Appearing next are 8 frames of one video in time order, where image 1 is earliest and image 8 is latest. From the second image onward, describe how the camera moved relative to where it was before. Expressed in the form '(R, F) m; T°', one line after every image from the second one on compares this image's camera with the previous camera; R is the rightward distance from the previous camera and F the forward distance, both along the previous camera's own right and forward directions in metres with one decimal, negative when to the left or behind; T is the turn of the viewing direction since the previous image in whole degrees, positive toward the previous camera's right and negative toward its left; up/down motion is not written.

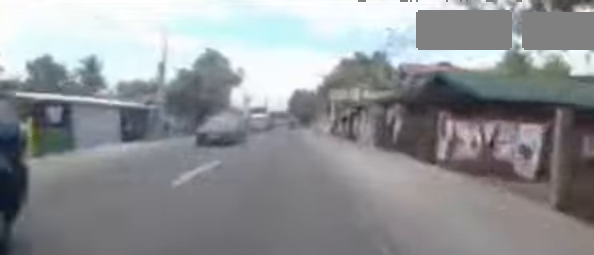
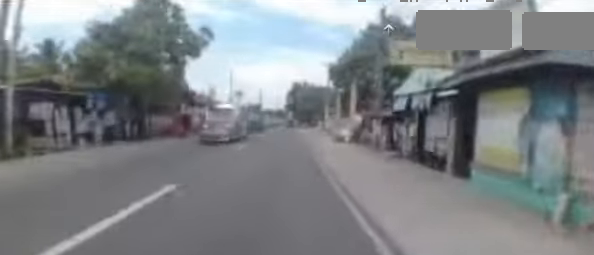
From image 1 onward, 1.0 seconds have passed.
(0.0, +11.9) m; 0°
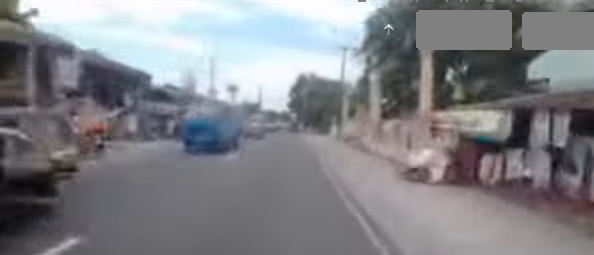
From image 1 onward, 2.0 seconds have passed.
(0.0, +11.6) m; 0°
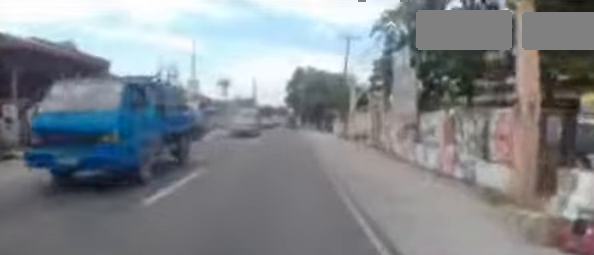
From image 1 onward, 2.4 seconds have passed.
(0.0, +5.1) m; +1°
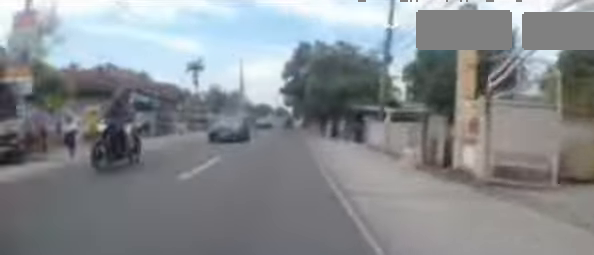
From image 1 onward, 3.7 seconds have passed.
(+0.4, +15.8) m; 0°
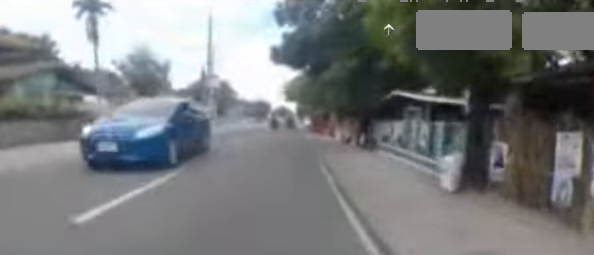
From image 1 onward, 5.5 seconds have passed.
(-1.0, +21.2) m; -3°
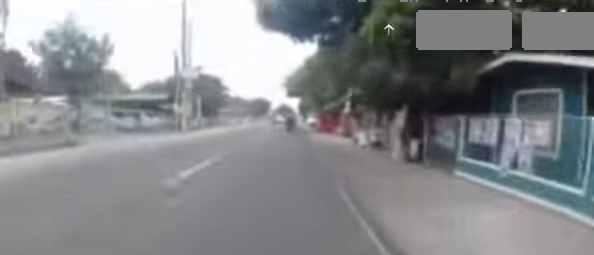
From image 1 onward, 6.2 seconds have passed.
(+0.2, +7.0) m; +1°
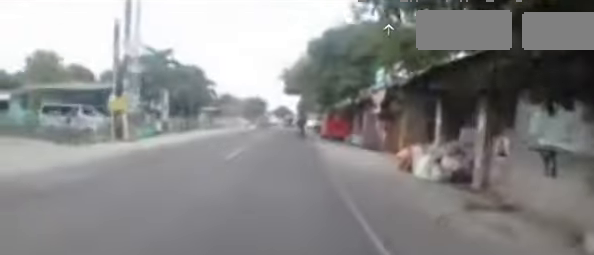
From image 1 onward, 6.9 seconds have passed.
(0.0, +7.3) m; 0°
